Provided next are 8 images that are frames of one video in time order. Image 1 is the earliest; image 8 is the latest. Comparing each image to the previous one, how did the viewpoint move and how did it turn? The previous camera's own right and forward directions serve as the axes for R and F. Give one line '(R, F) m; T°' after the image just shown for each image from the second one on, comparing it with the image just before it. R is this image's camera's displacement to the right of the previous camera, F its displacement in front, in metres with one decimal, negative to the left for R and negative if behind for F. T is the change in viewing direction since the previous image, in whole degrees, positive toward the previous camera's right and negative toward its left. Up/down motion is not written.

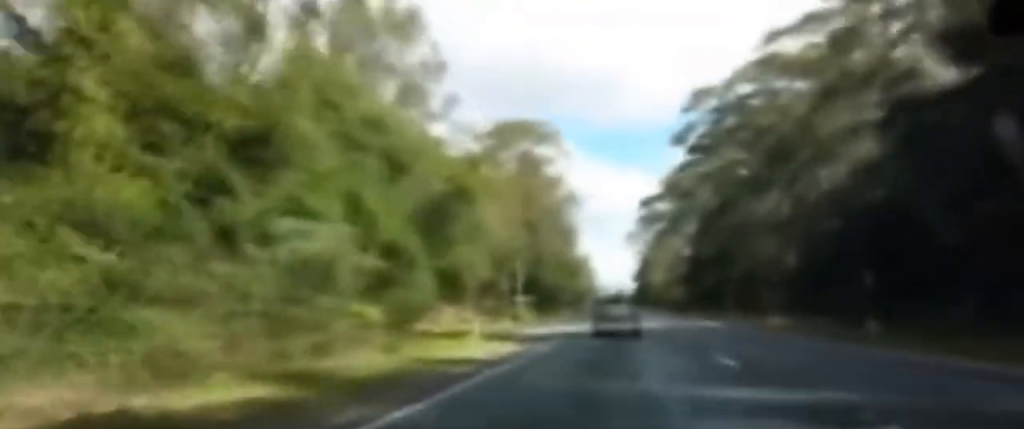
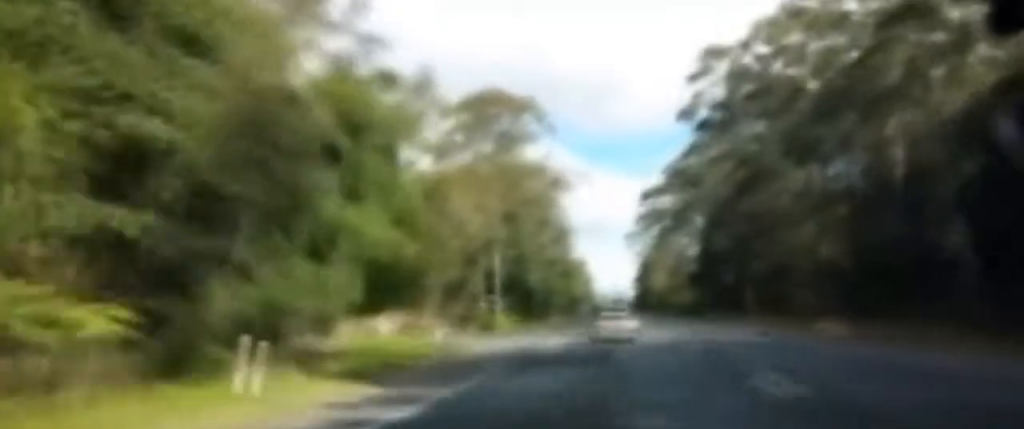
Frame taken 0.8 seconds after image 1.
(+0.1, +17.5) m; -1°
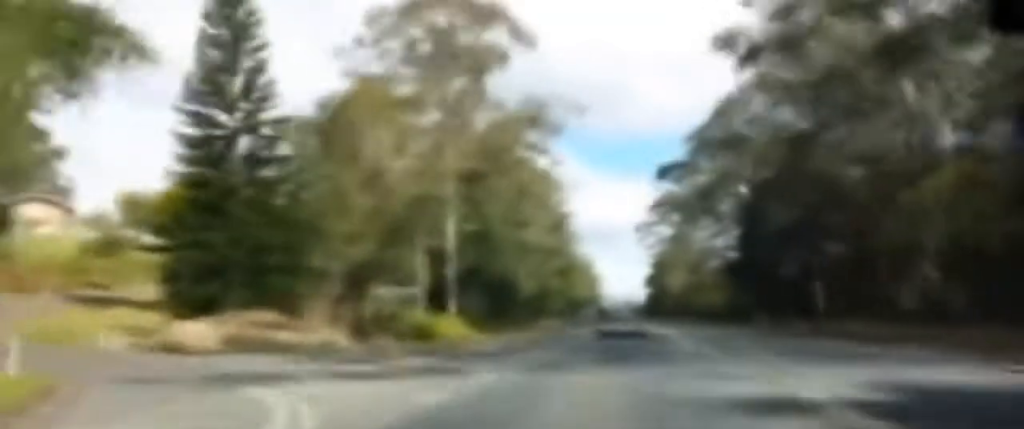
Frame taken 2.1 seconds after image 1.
(-1.0, +27.5) m; -1°
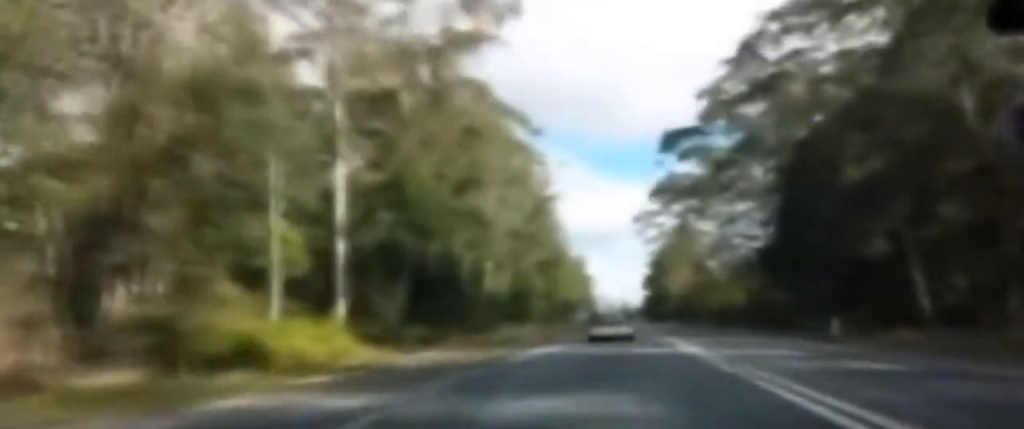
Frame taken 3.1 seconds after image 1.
(+1.1, +22.0) m; +5°
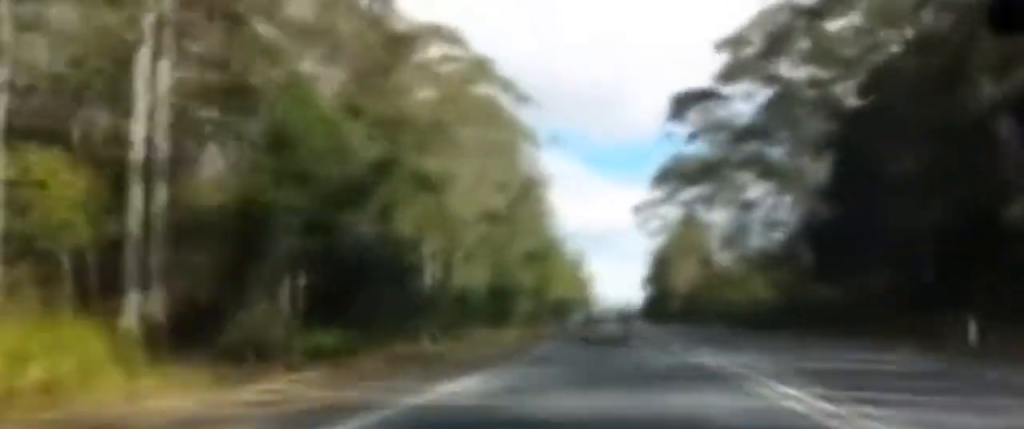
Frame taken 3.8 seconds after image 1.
(+0.4, +14.7) m; +1°
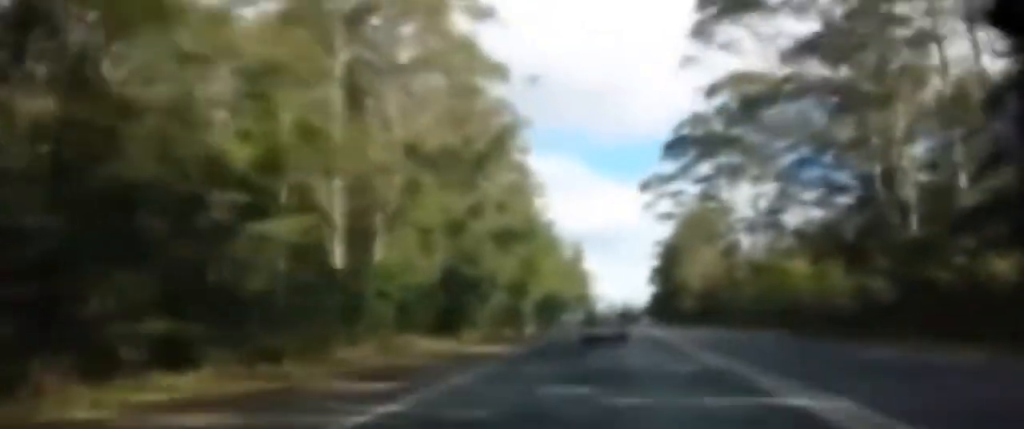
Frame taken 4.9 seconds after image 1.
(+0.1, +23.2) m; +2°
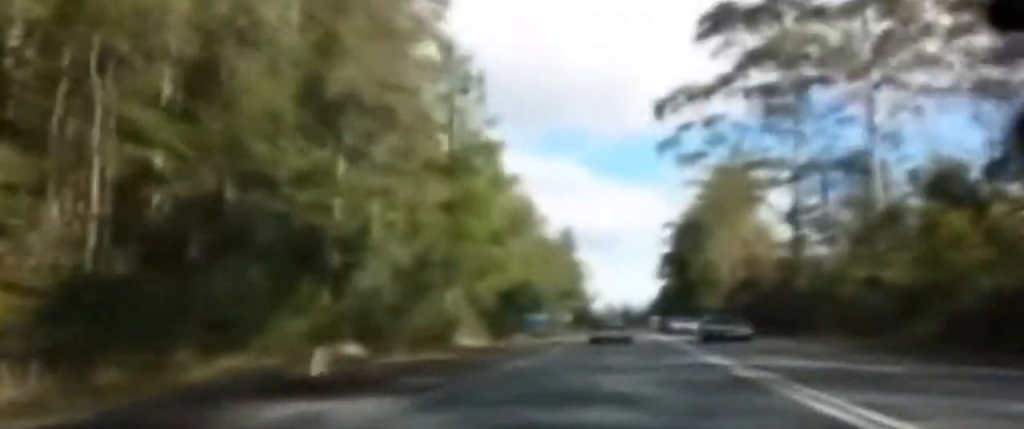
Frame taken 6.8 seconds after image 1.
(+0.4, +40.7) m; -2°
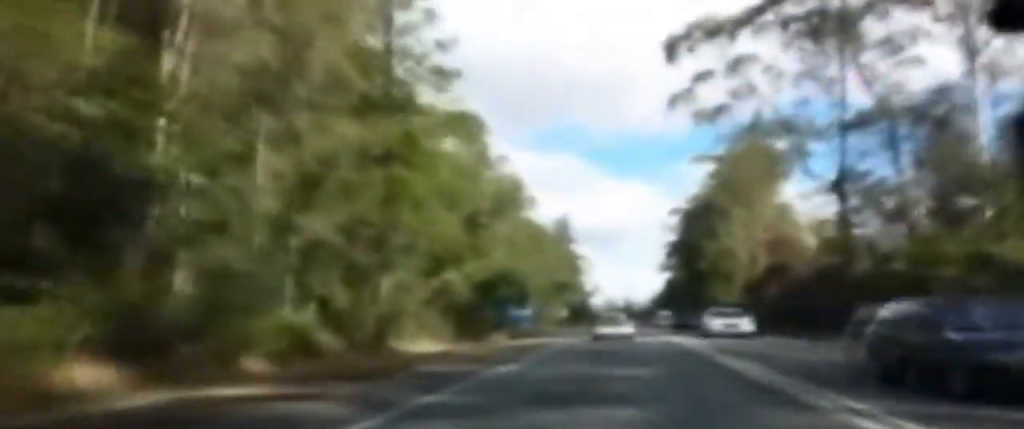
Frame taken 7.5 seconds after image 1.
(-0.4, +14.4) m; -1°
